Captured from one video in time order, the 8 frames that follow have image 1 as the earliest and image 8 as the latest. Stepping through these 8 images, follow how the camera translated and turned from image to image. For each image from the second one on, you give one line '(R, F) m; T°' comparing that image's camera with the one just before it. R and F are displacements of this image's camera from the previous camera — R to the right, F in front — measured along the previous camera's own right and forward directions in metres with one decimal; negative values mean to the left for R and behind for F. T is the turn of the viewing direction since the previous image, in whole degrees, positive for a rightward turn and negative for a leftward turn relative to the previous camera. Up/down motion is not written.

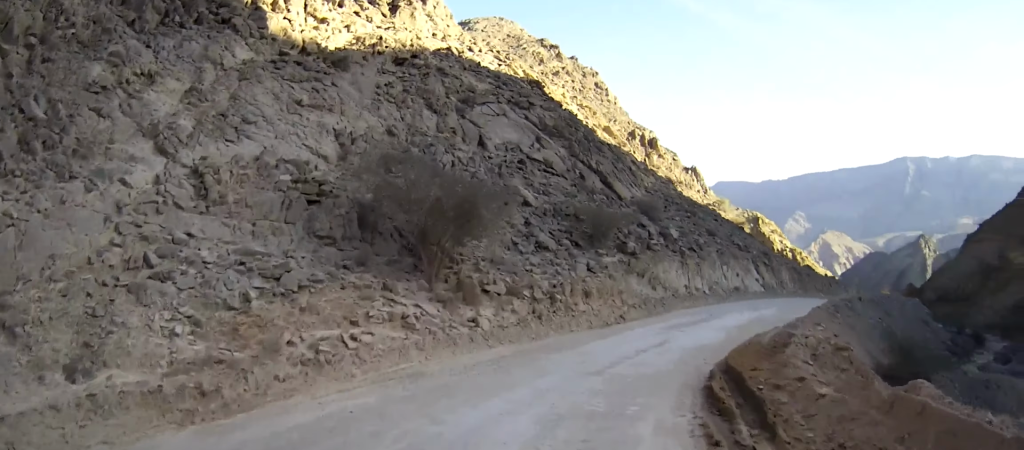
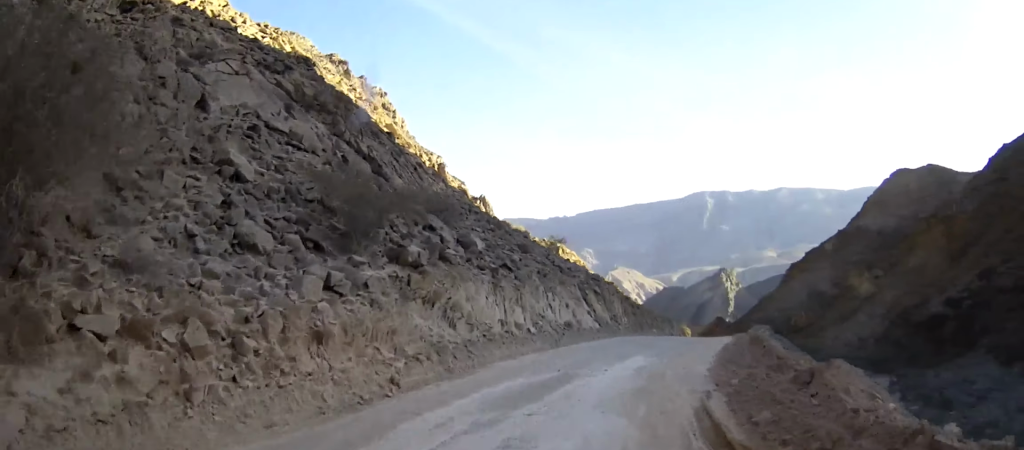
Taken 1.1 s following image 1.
(+1.5, +10.6) m; +16°
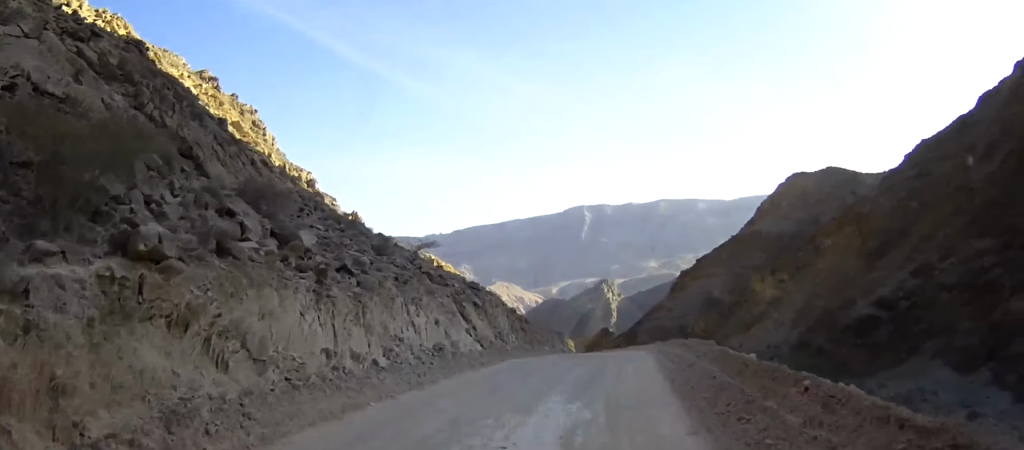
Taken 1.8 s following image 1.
(+0.8, +7.1) m; +9°
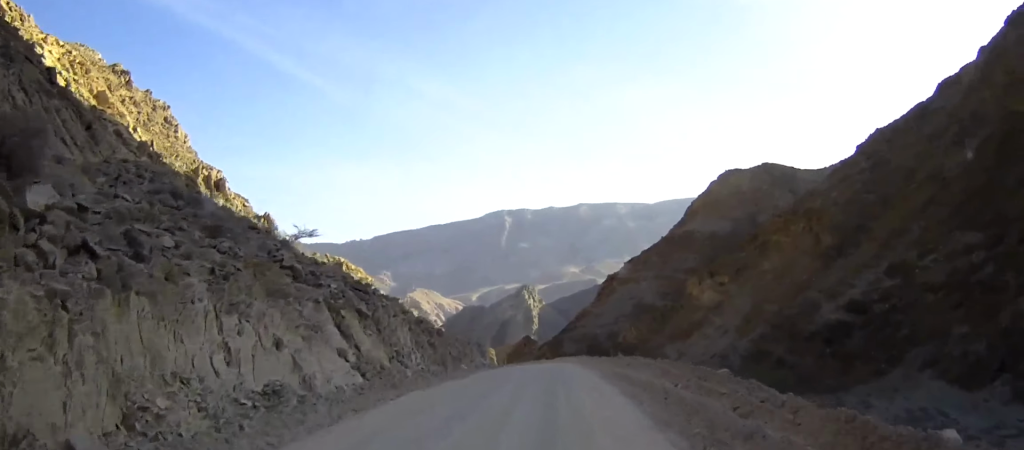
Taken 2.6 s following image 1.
(+0.6, +7.6) m; +7°
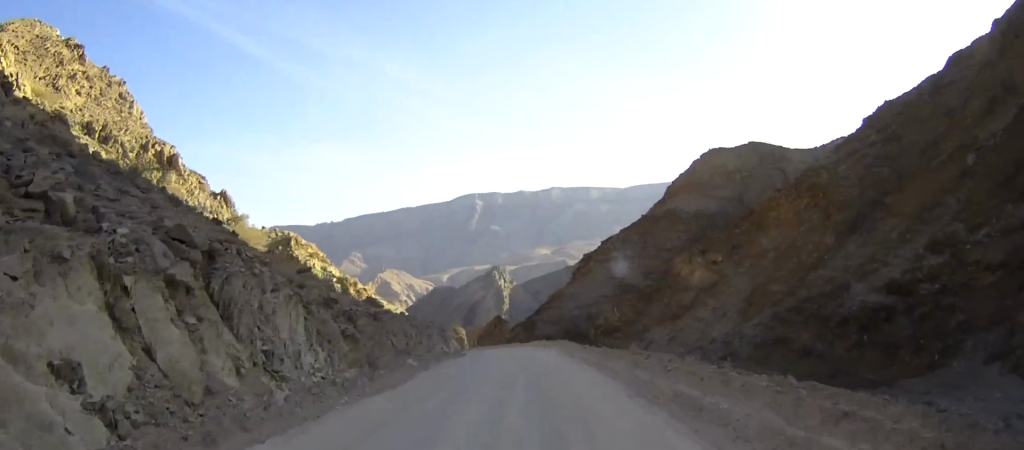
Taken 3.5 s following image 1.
(+0.4, +9.6) m; +4°
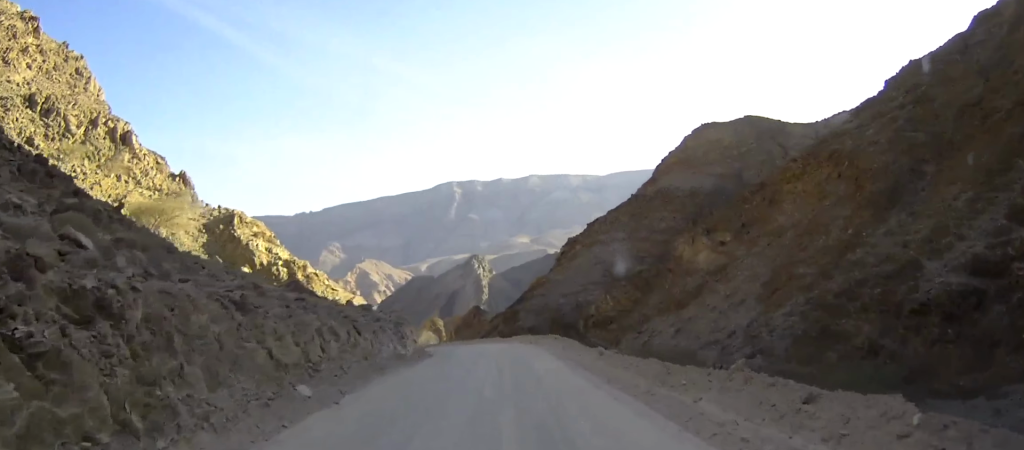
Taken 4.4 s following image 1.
(+0.2, +10.4) m; +2°
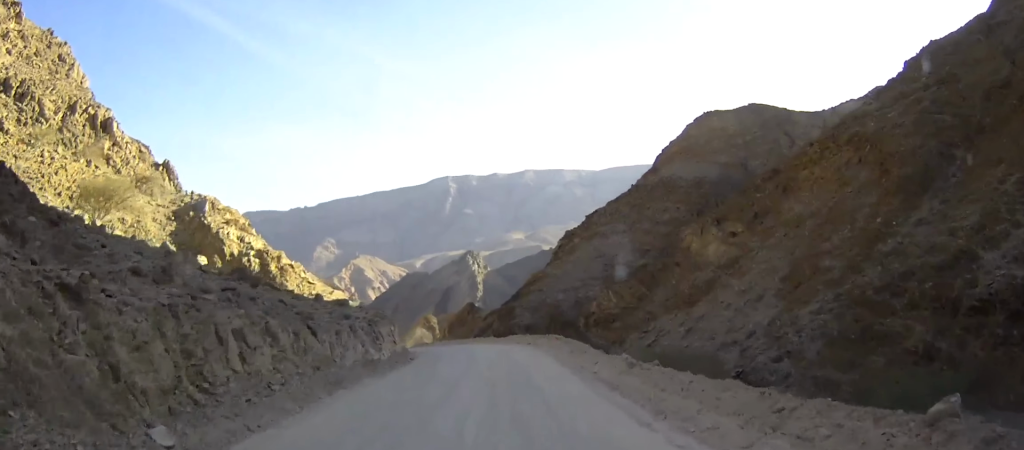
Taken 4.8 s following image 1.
(+0.1, +5.5) m; 0°
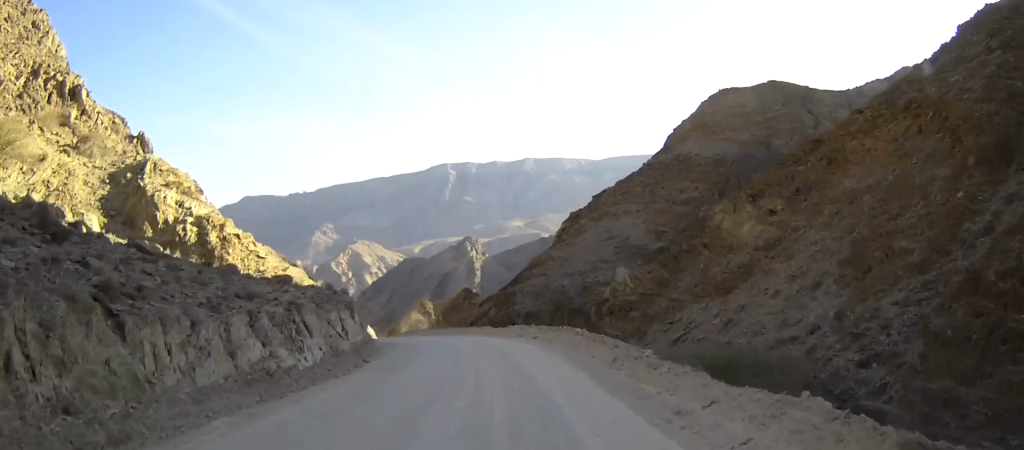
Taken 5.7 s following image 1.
(+0.1, +10.6) m; 0°
